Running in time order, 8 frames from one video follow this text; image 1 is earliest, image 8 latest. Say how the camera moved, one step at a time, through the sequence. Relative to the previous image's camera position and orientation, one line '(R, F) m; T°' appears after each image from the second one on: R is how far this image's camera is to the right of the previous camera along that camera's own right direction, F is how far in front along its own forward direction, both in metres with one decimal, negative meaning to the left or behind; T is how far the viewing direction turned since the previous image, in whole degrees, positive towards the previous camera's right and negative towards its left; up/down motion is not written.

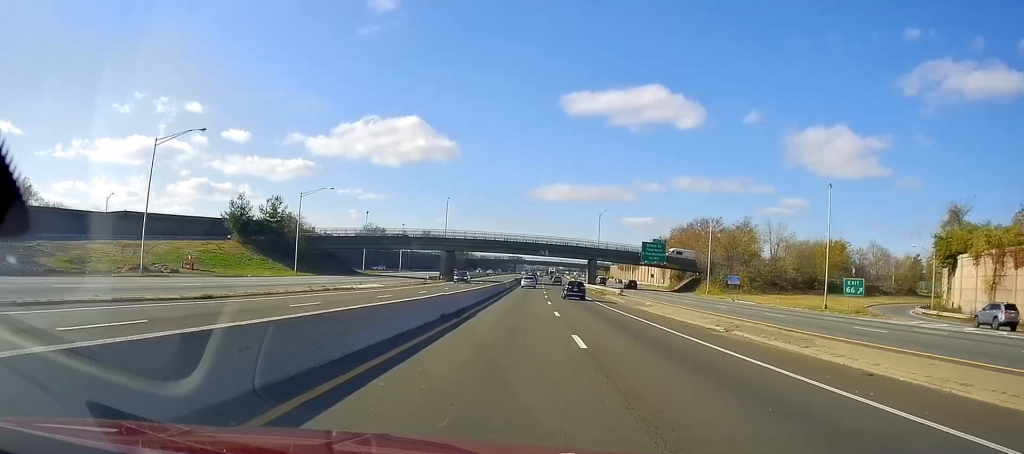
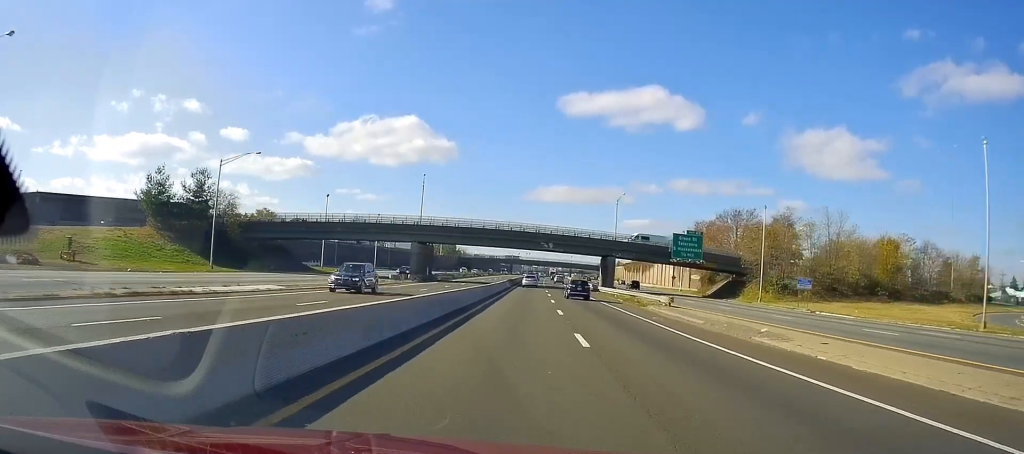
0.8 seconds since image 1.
(+0.3, +23.9) m; 0°
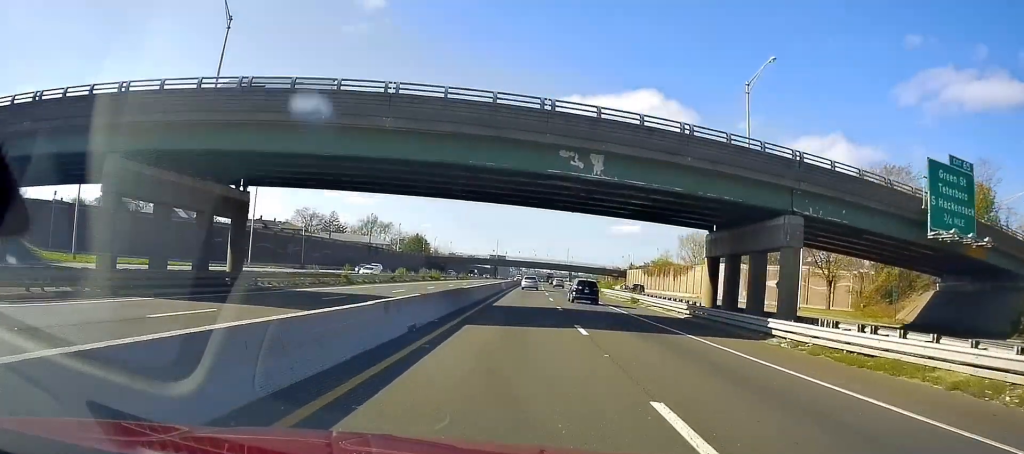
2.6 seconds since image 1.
(-0.1, +57.8) m; 0°
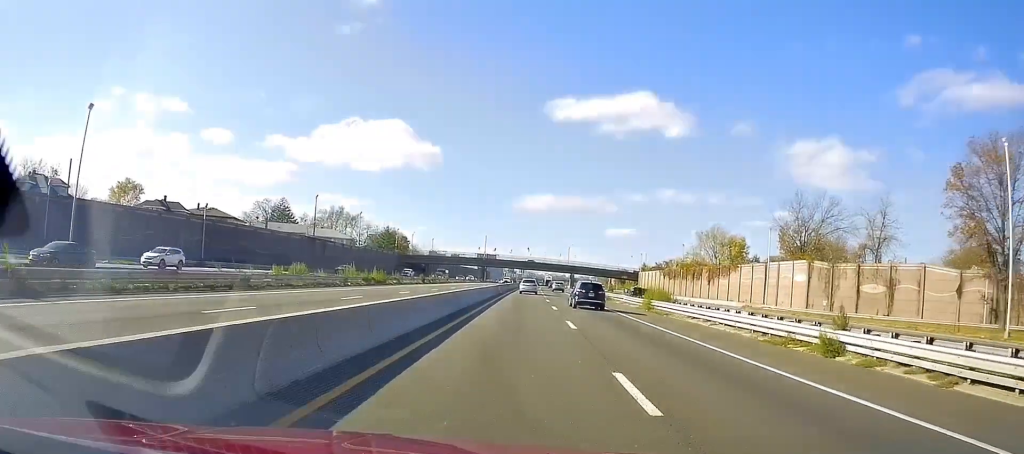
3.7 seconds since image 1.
(+0.3, +33.7) m; +1°
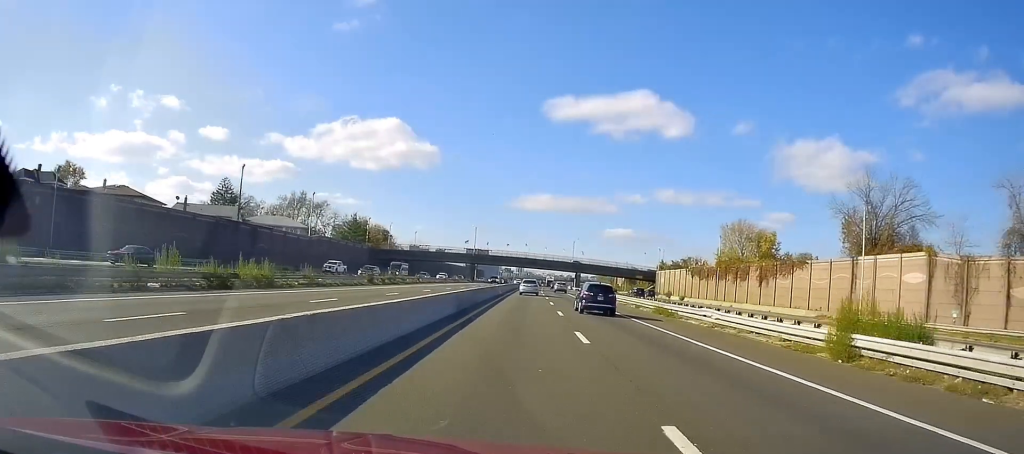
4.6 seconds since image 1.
(0.0, +28.3) m; 0°
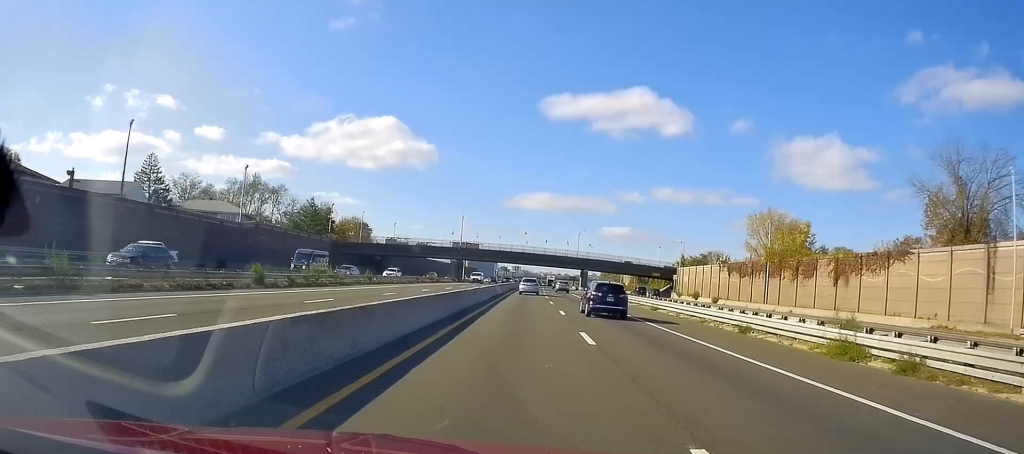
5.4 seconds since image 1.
(+0.1, +25.0) m; +1°
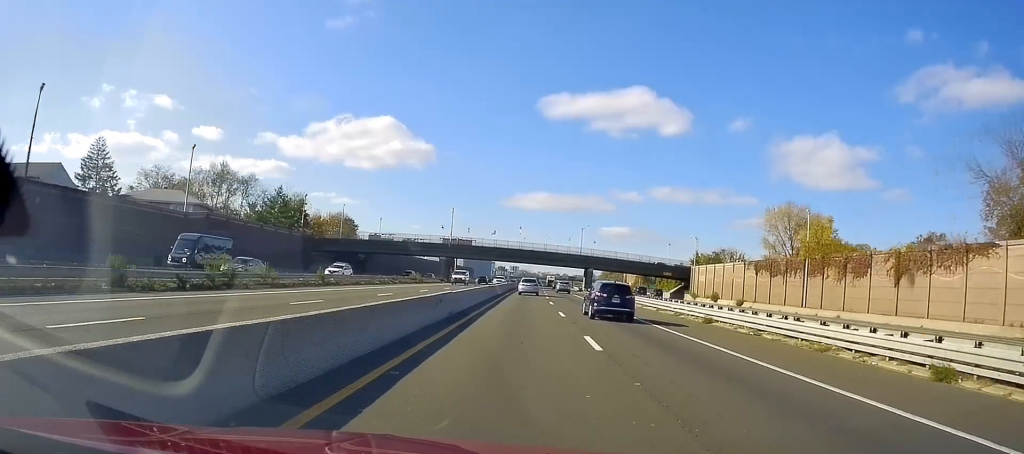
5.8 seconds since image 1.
(+0.2, +13.4) m; 0°
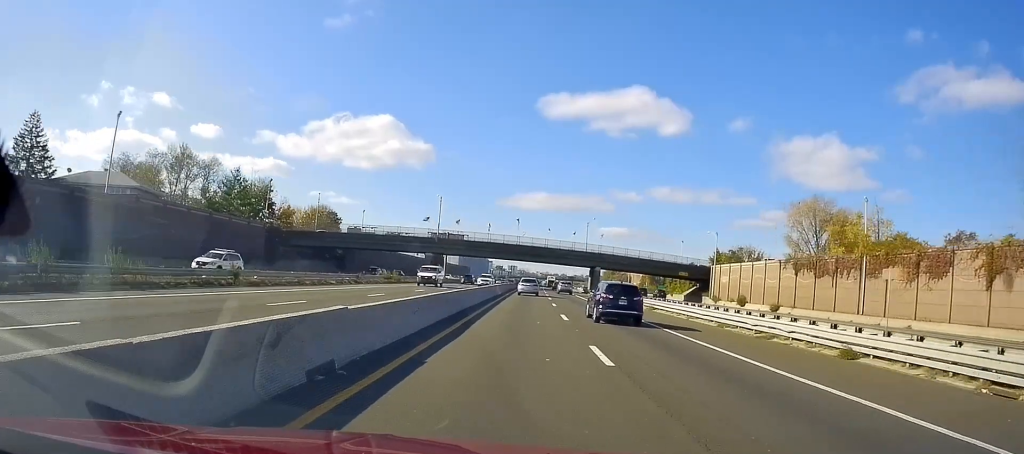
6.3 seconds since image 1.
(+0.1, +14.5) m; 0°
